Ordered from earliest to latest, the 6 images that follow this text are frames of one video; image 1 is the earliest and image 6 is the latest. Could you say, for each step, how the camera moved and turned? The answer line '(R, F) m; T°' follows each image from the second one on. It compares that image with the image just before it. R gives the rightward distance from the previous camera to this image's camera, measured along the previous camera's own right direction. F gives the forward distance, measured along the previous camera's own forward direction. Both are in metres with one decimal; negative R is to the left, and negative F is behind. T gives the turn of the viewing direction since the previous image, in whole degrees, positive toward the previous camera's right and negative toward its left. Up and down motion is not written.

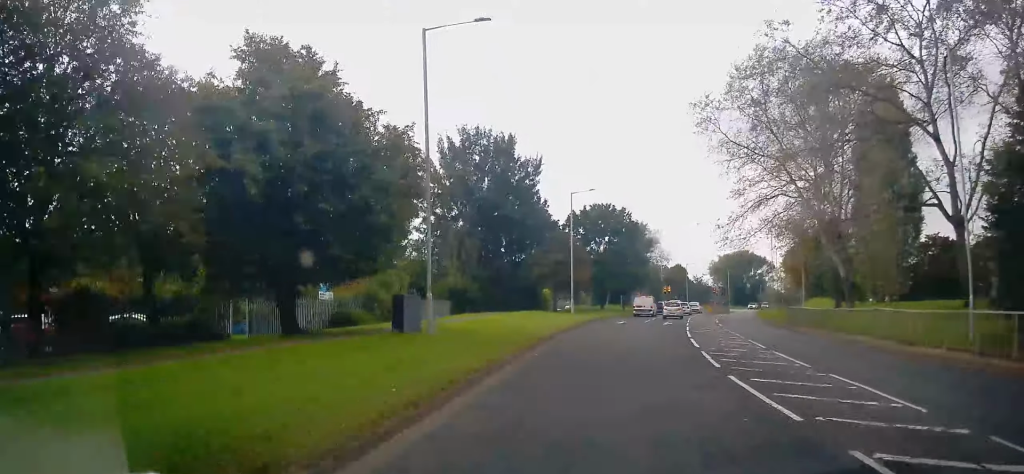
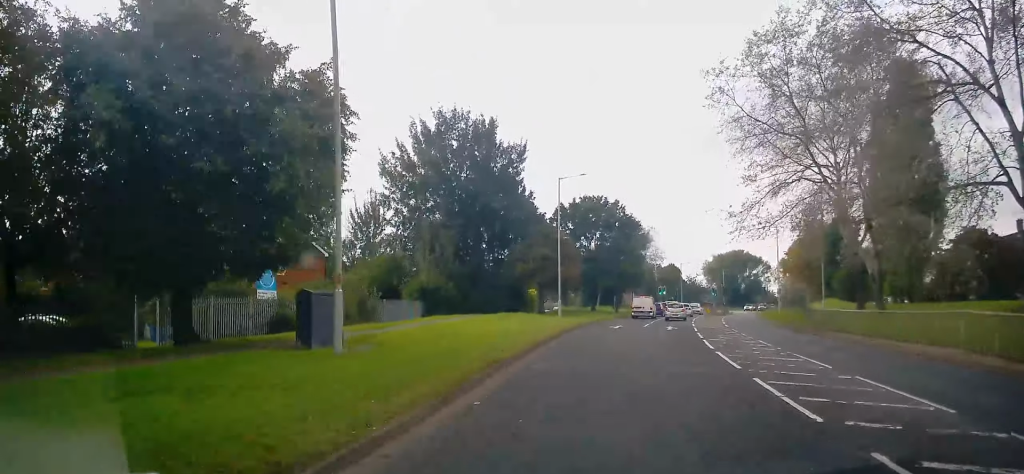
(-0.3, +6.0) m; +1°
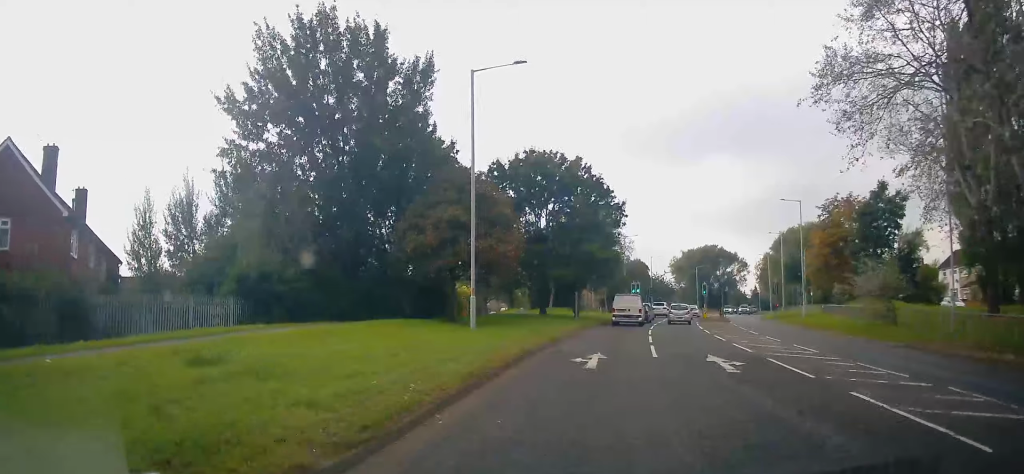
(+1.6, +19.8) m; +6°
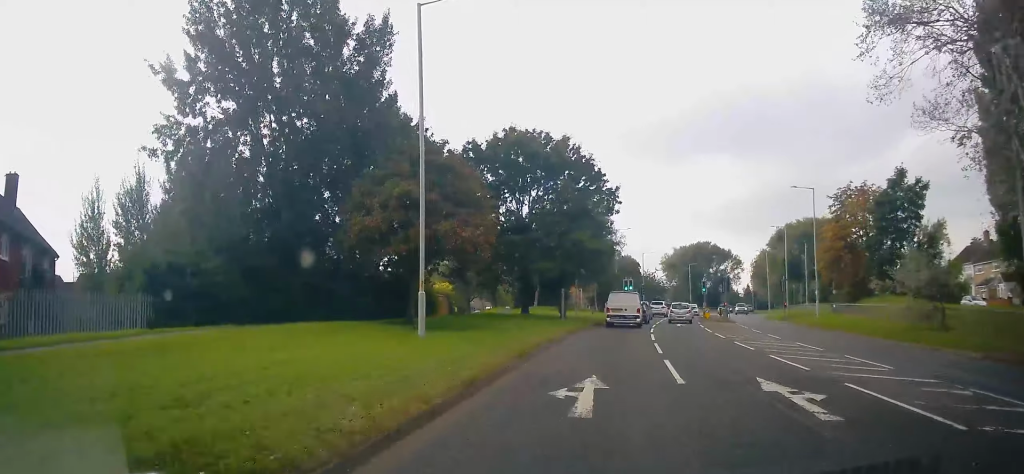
(-0.1, +5.4) m; +2°
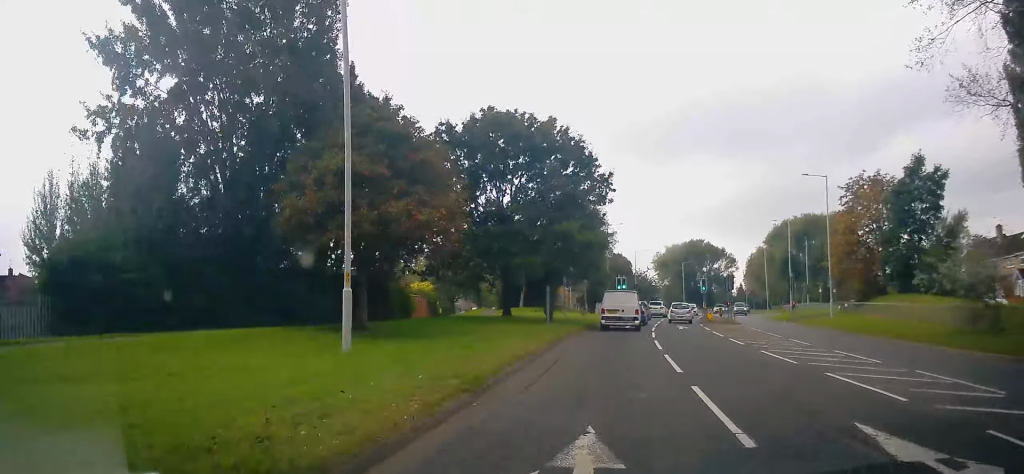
(+0.2, +4.5) m; +1°
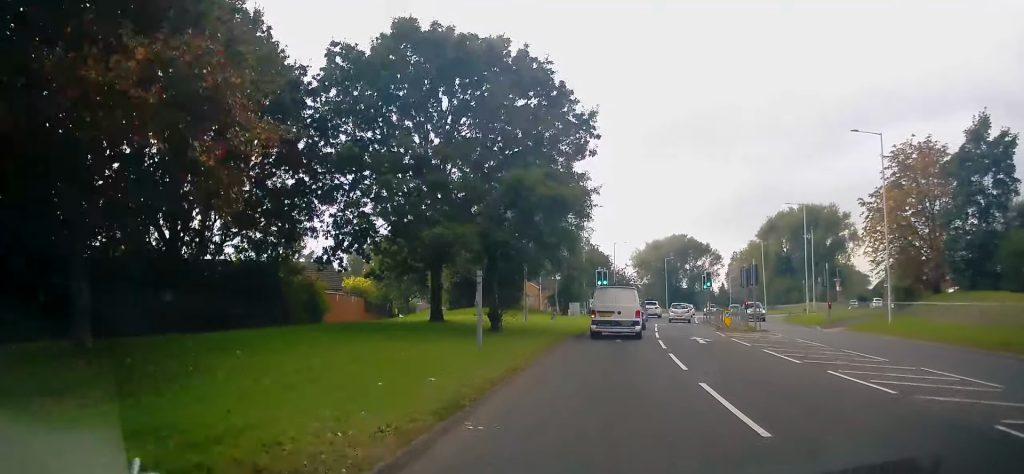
(+0.3, +11.7) m; +2°
